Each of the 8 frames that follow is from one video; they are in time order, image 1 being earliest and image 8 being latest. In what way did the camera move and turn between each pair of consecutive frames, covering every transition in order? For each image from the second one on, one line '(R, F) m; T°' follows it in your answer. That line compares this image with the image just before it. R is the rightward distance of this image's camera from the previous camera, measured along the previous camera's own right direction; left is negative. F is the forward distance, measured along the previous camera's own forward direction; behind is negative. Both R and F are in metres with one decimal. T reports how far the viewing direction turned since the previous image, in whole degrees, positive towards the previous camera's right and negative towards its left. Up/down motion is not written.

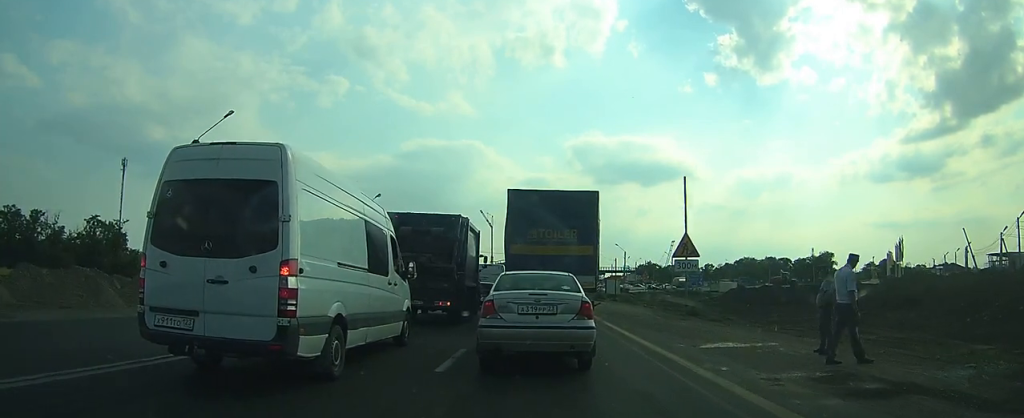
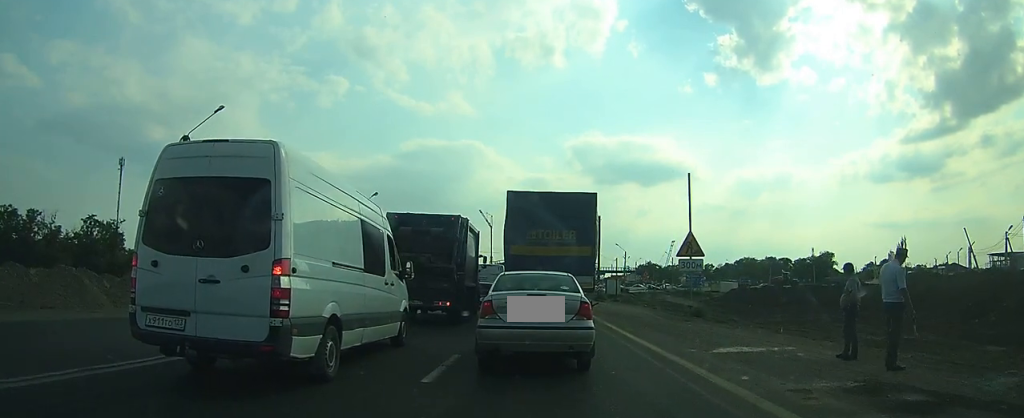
(0.0, +1.1) m; +1°
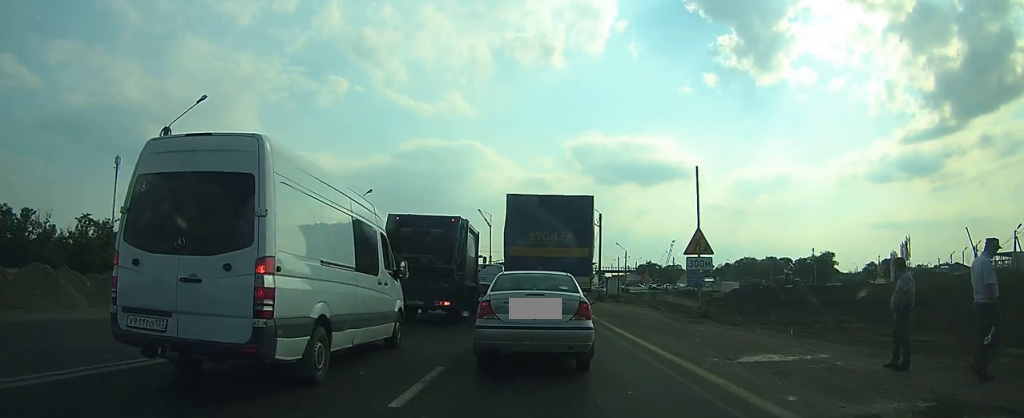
(0.0, +1.9) m; +1°
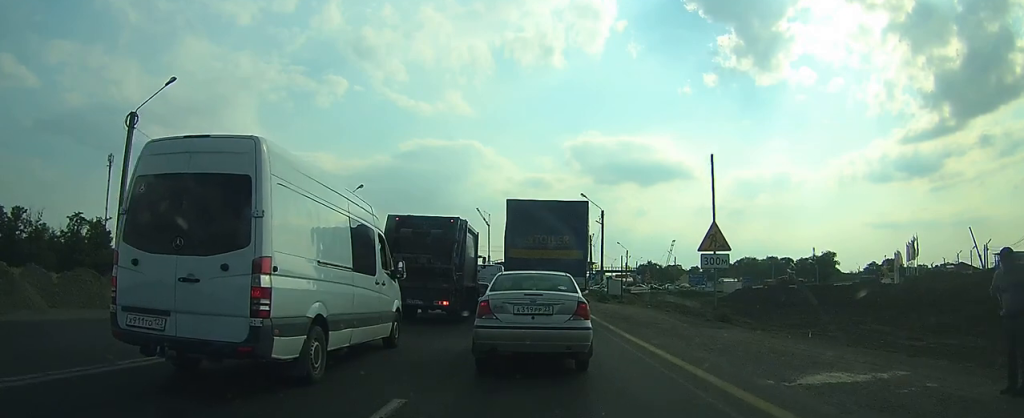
(-0.1, +2.8) m; -1°
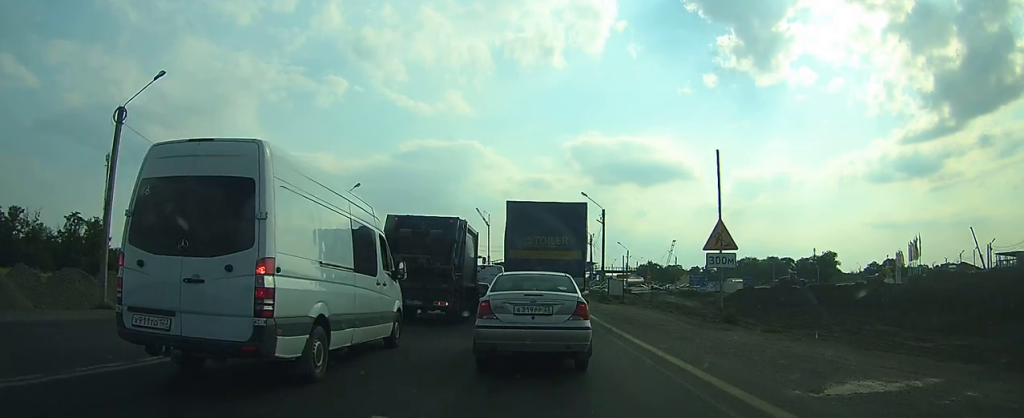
(0.0, +0.9) m; +1°
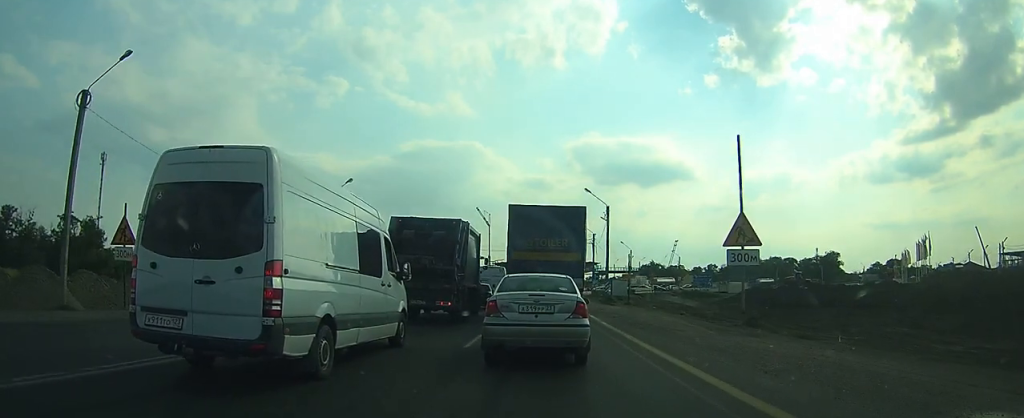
(+0.1, +2.4) m; +1°
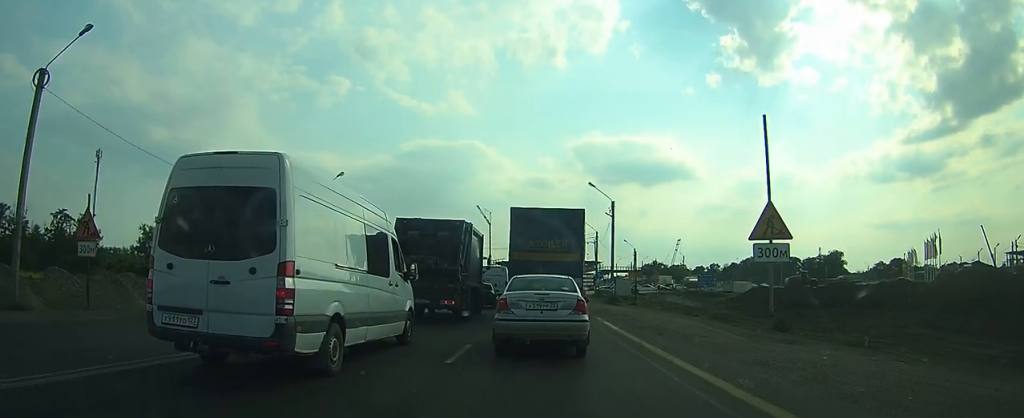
(0.0, +2.3) m; +2°
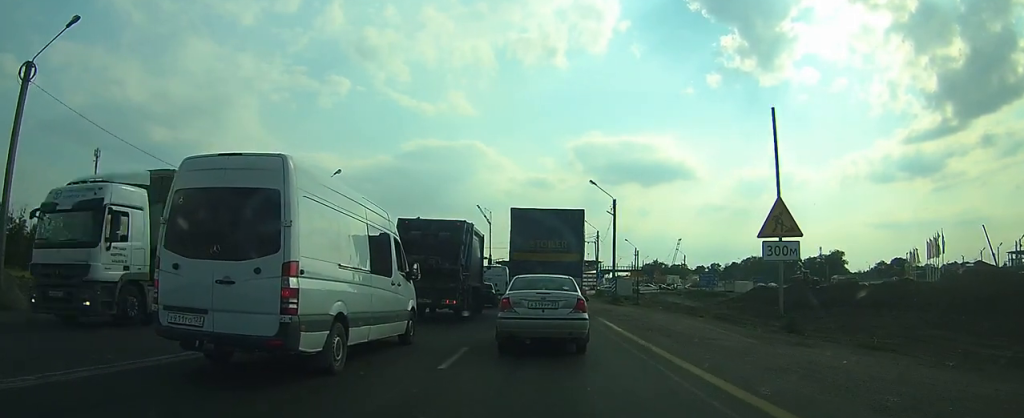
(0.0, +0.7) m; +1°
